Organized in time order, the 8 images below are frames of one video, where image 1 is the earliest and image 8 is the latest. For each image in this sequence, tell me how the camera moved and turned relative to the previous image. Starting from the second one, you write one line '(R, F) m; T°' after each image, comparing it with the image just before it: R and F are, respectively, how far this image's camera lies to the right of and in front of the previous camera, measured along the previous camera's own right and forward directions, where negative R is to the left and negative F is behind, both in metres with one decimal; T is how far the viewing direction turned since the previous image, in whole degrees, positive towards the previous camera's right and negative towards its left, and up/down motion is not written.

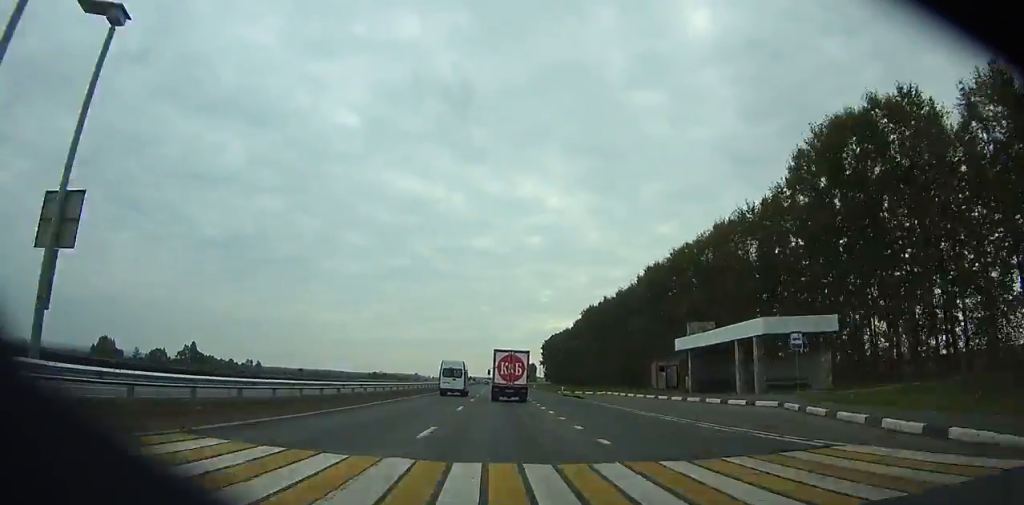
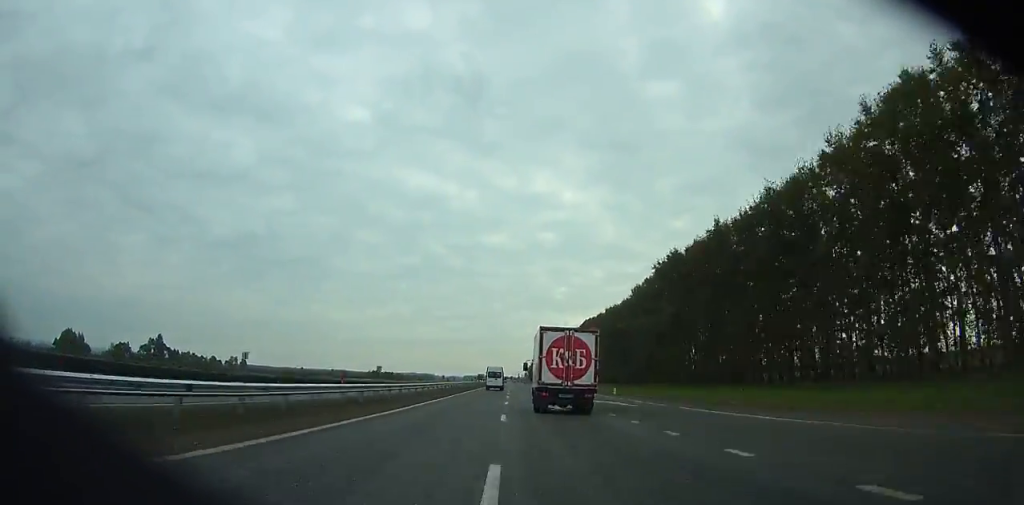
(-9.2, +81.1) m; -2°
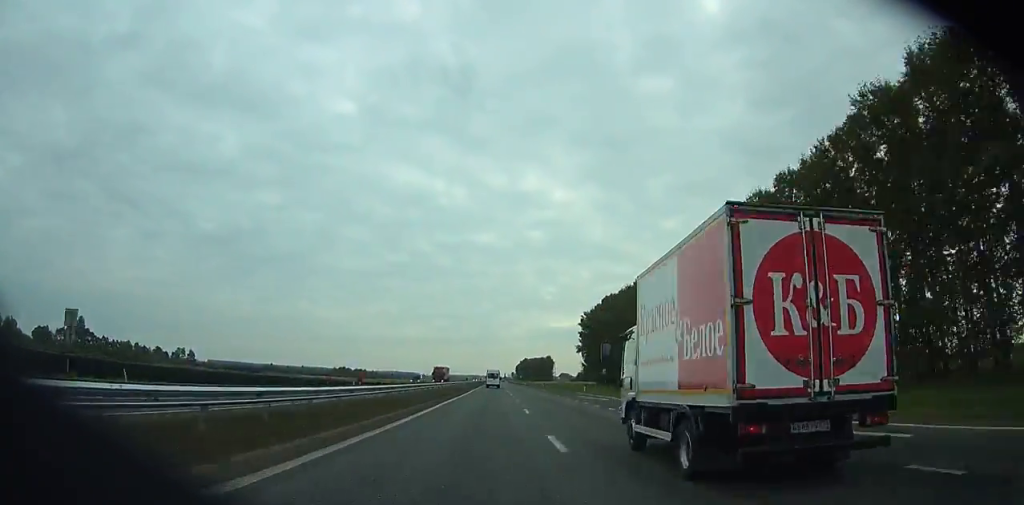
(+5.7, +79.7) m; +5°
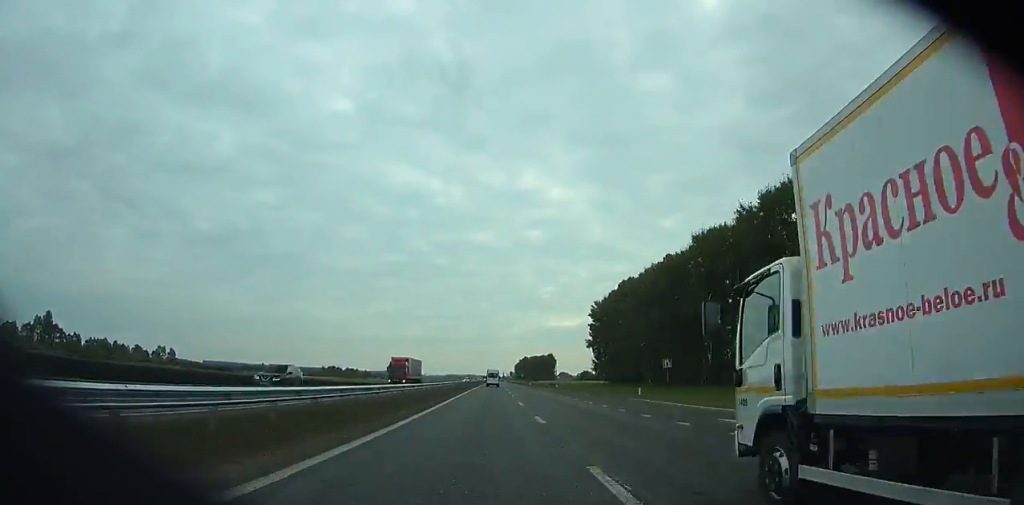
(0.0, +31.0) m; 0°
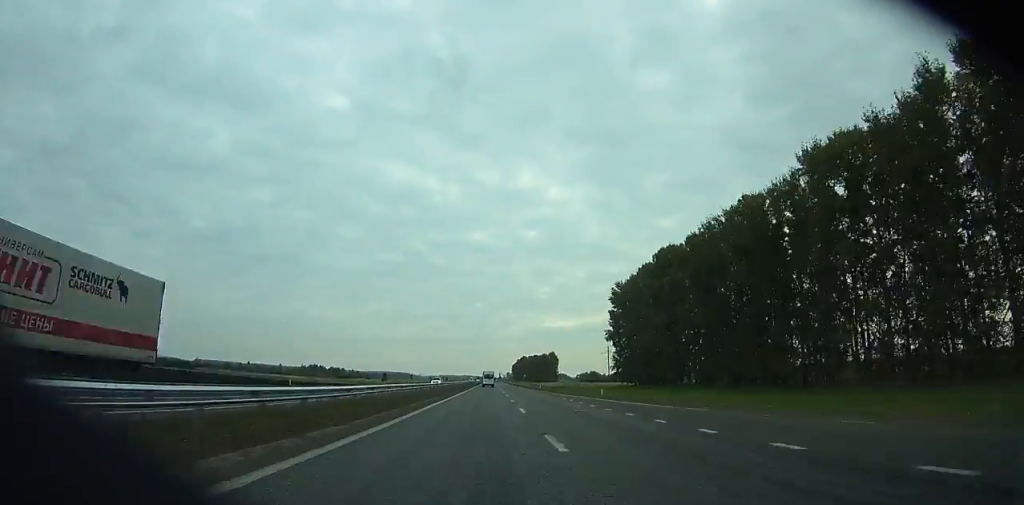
(+0.2, +41.0) m; +1°
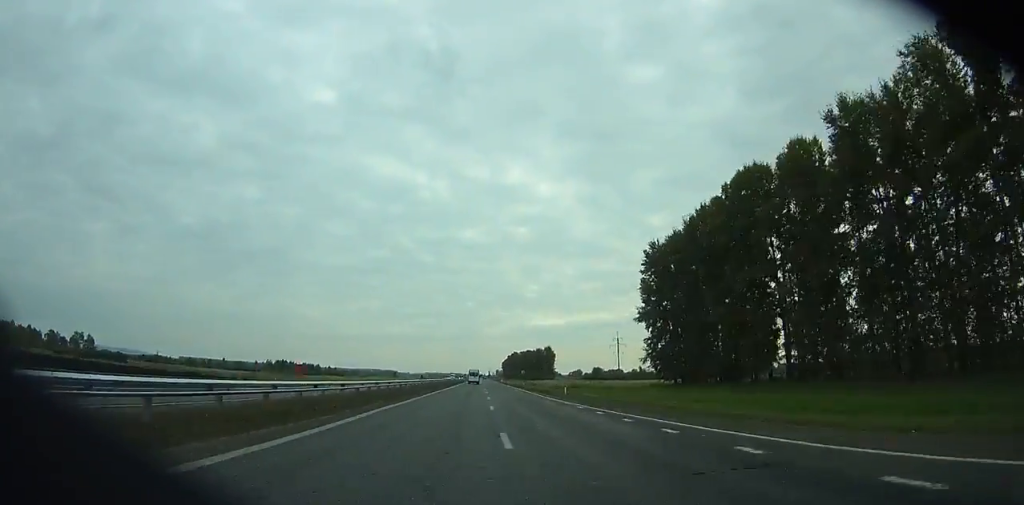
(+0.1, +48.6) m; +1°
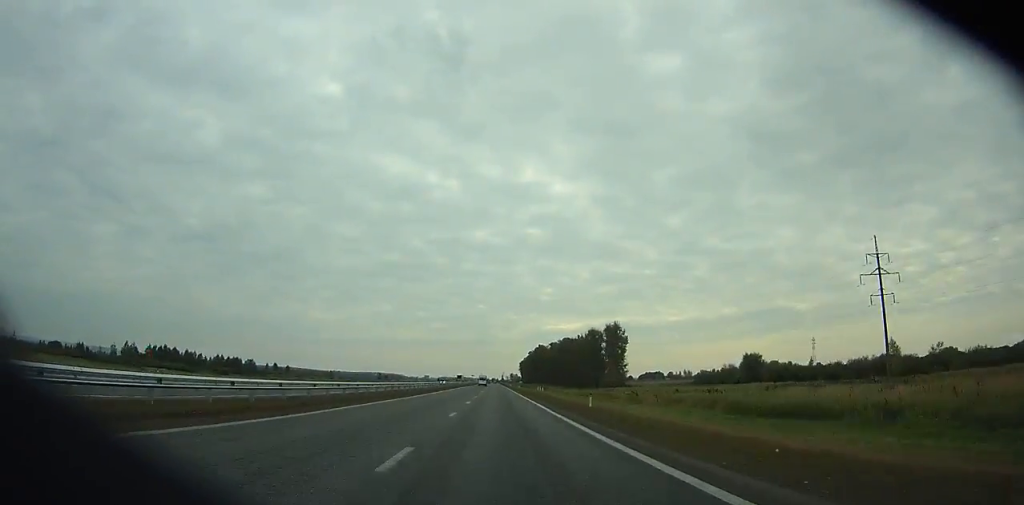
(+0.2, +173.5) m; 0°
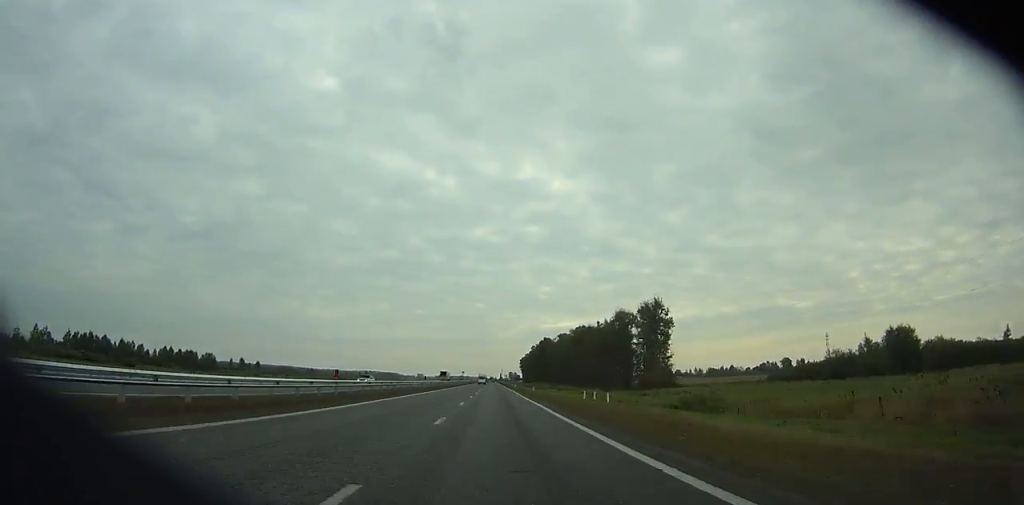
(-0.2, +53.0) m; 0°
